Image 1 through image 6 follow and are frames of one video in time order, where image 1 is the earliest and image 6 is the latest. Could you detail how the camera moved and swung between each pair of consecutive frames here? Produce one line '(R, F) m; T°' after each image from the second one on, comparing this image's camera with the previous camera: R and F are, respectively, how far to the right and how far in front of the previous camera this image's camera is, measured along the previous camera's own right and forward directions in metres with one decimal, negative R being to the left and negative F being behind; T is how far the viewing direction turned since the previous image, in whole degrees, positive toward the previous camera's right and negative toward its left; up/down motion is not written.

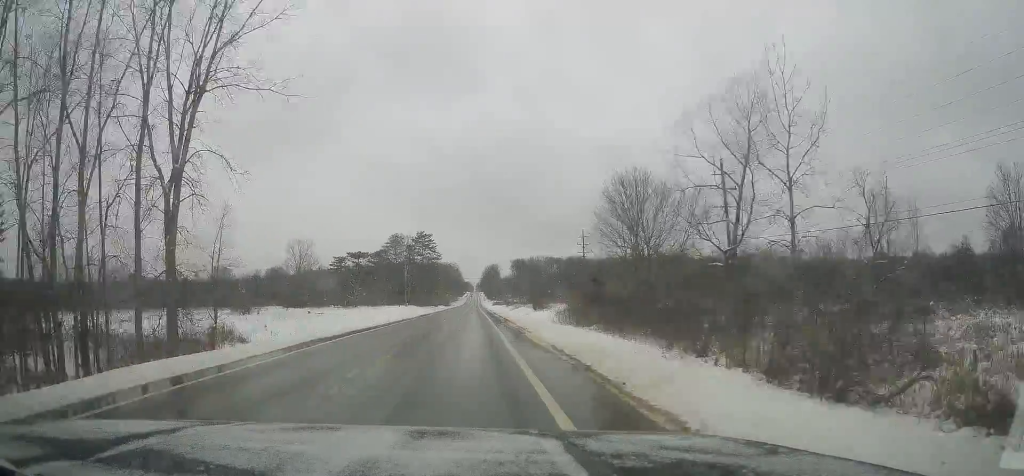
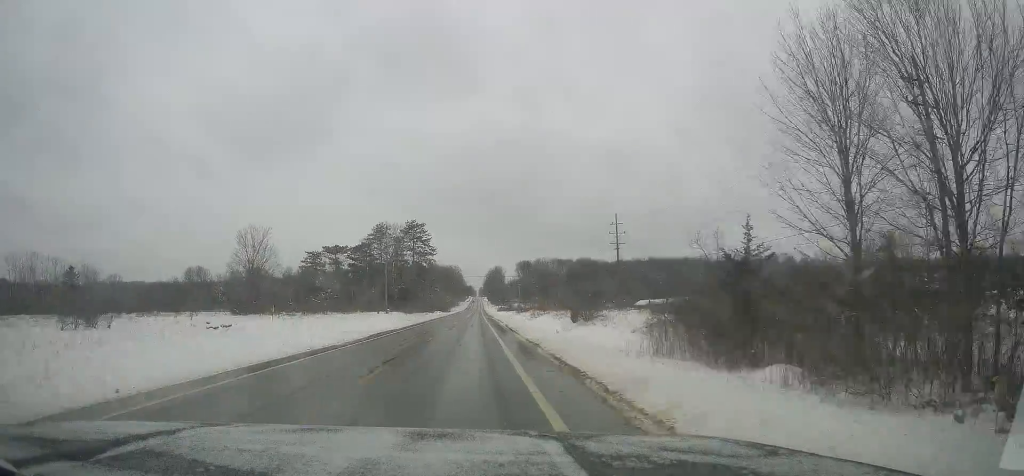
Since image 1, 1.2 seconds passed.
(0.0, +30.8) m; 0°
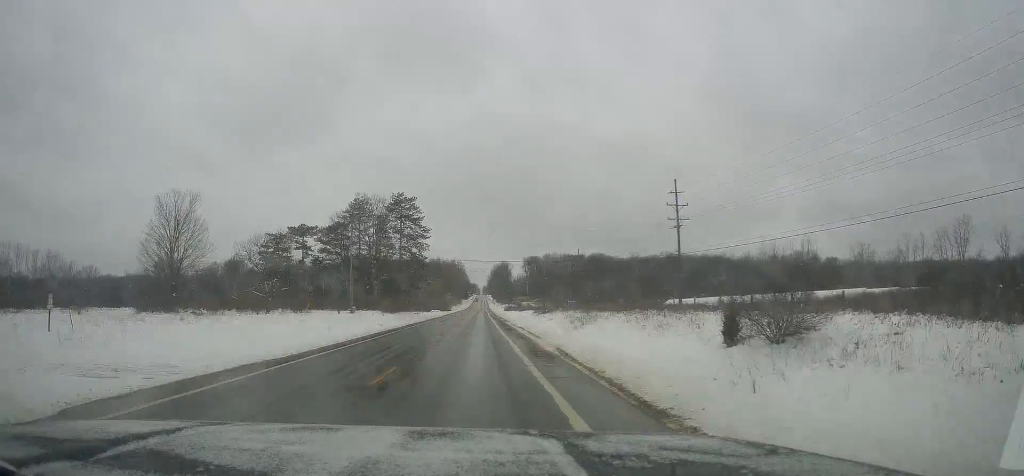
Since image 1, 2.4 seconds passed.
(+0.4, +30.8) m; +1°
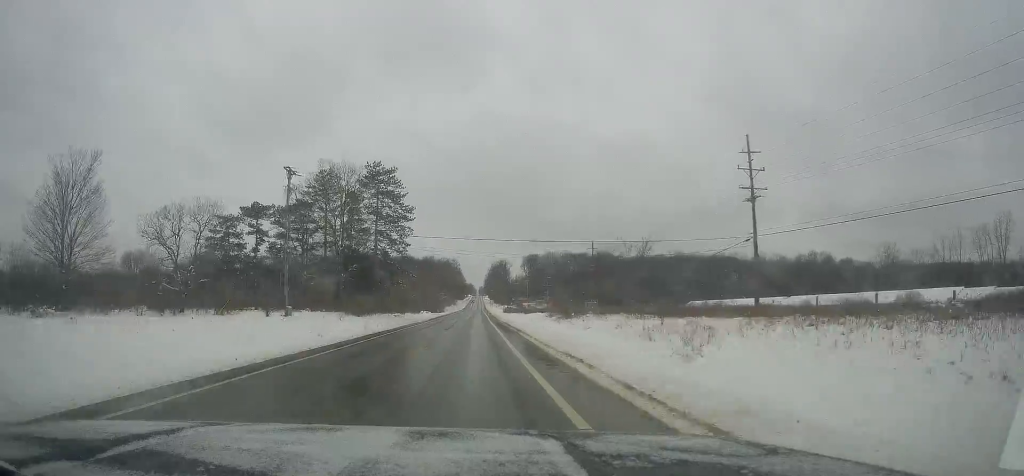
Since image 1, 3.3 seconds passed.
(0.0, +22.9) m; -1°
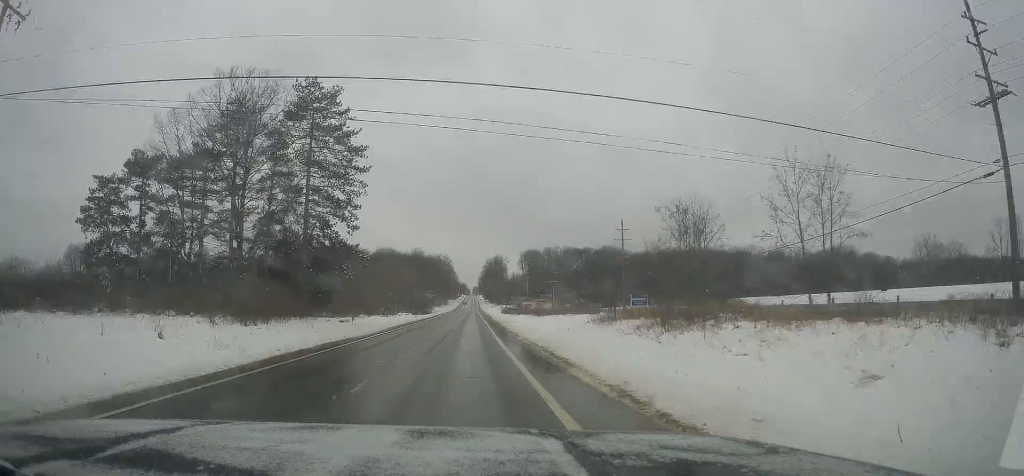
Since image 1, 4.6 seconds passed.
(-0.4, +32.1) m; 0°
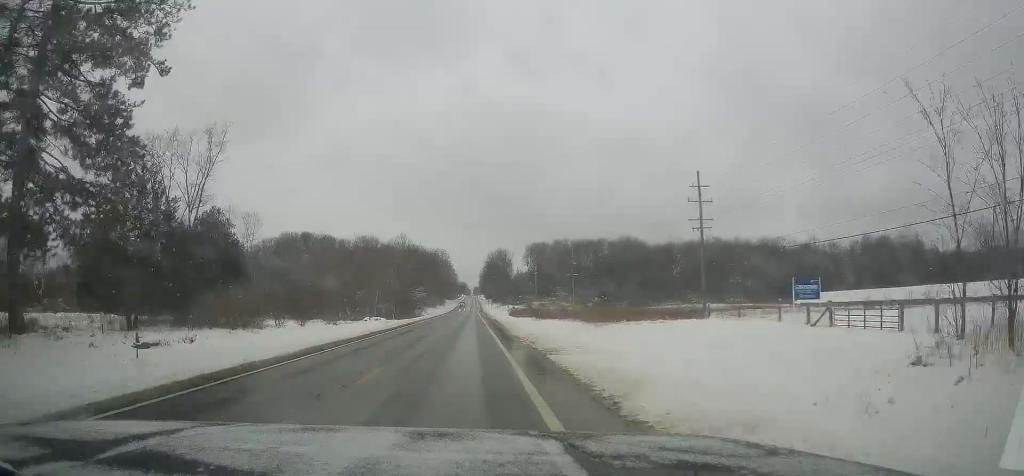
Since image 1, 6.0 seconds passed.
(+0.5, +35.6) m; 0°
